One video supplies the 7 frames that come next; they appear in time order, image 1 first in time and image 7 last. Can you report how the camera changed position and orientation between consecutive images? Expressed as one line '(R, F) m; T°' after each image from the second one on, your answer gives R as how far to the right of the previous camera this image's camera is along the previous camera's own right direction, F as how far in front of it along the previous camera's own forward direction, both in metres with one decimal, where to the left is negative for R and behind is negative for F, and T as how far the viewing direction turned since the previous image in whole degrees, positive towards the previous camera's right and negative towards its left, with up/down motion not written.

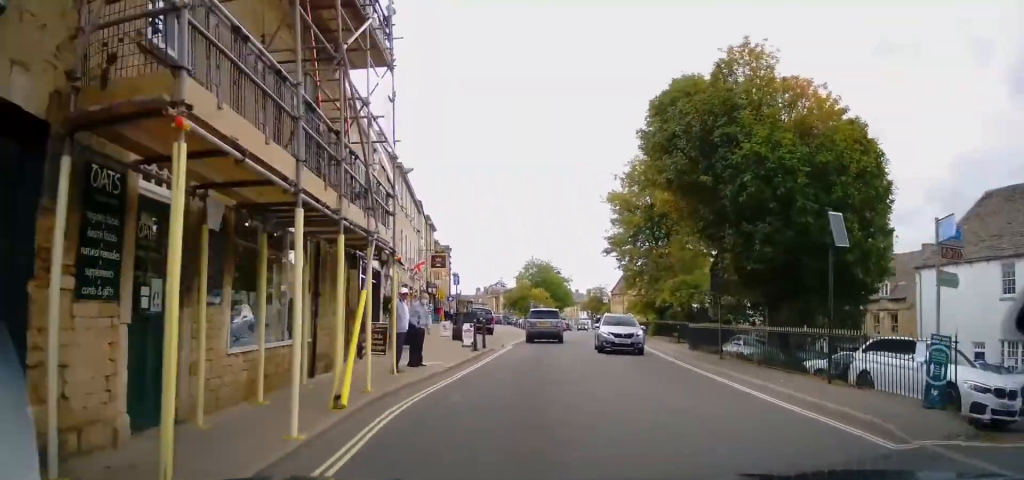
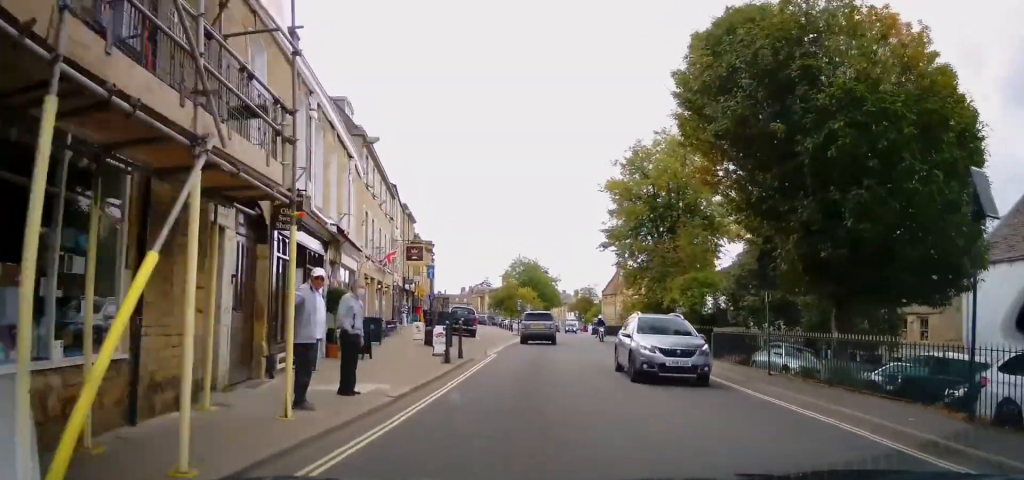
(+0.1, +4.9) m; +2°
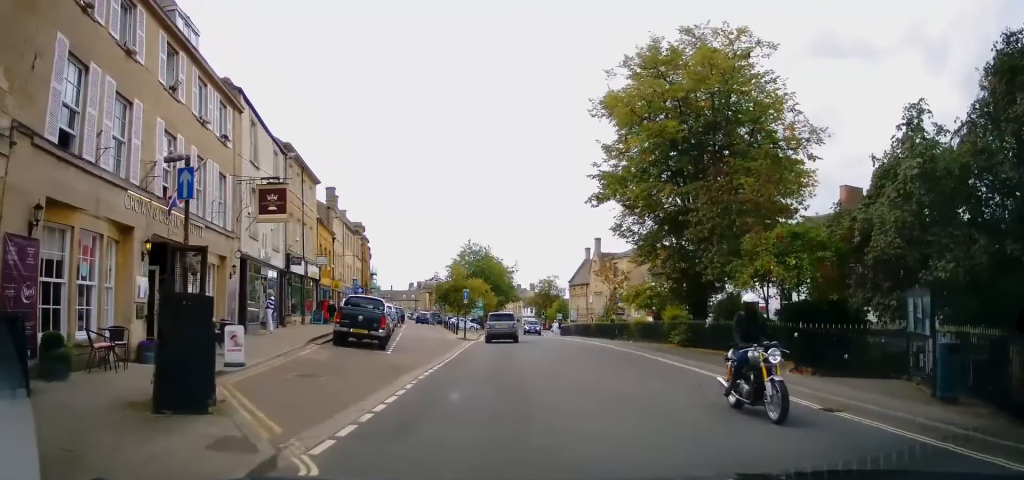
(+0.6, +16.2) m; +2°
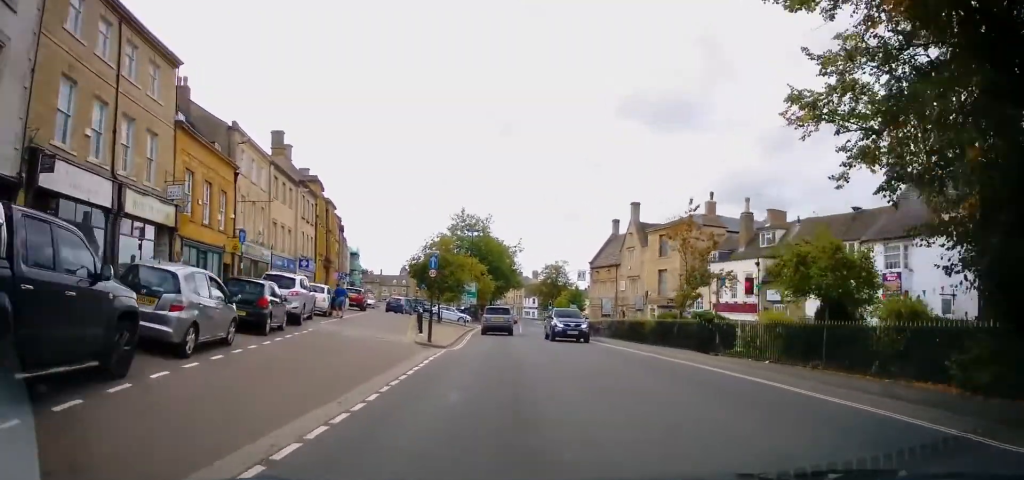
(+0.5, +17.9) m; +2°
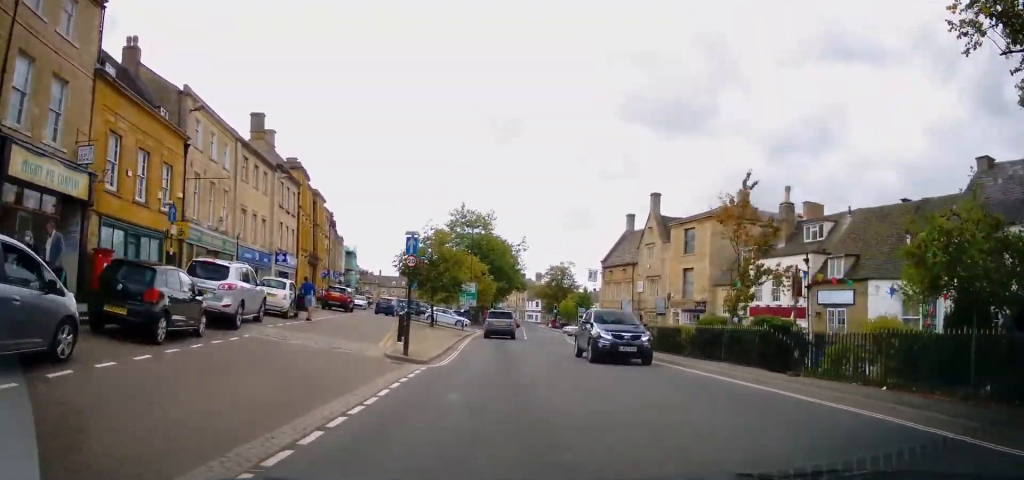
(-0.2, +5.8) m; -1°
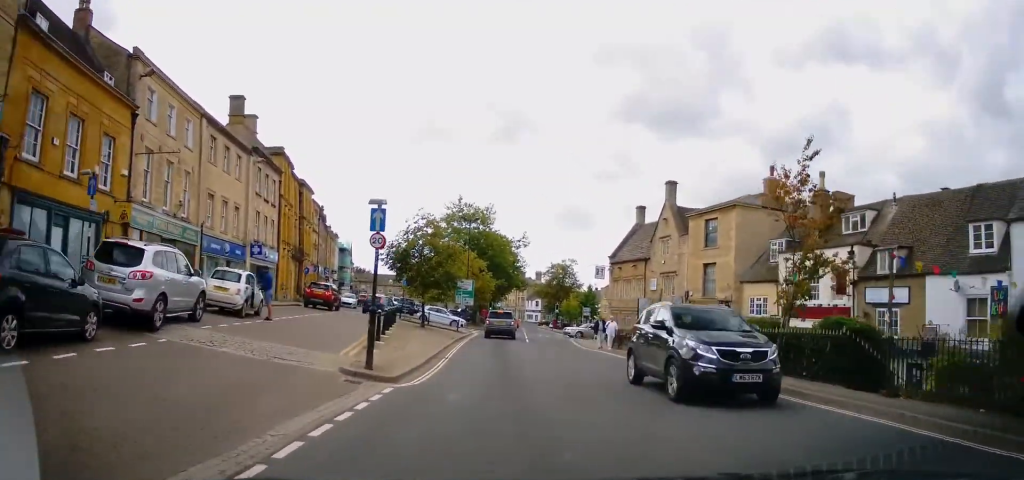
(0.0, +4.1) m; 0°
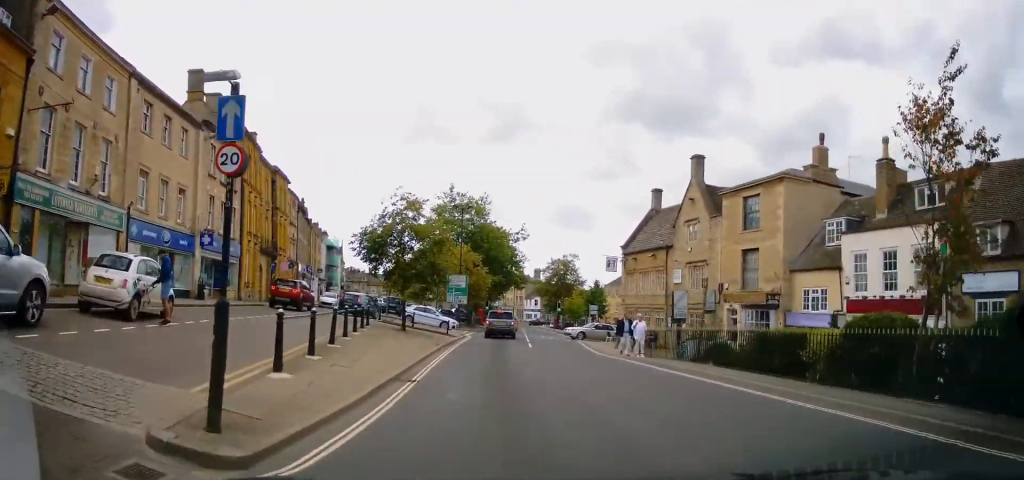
(0.0, +6.6) m; +1°
